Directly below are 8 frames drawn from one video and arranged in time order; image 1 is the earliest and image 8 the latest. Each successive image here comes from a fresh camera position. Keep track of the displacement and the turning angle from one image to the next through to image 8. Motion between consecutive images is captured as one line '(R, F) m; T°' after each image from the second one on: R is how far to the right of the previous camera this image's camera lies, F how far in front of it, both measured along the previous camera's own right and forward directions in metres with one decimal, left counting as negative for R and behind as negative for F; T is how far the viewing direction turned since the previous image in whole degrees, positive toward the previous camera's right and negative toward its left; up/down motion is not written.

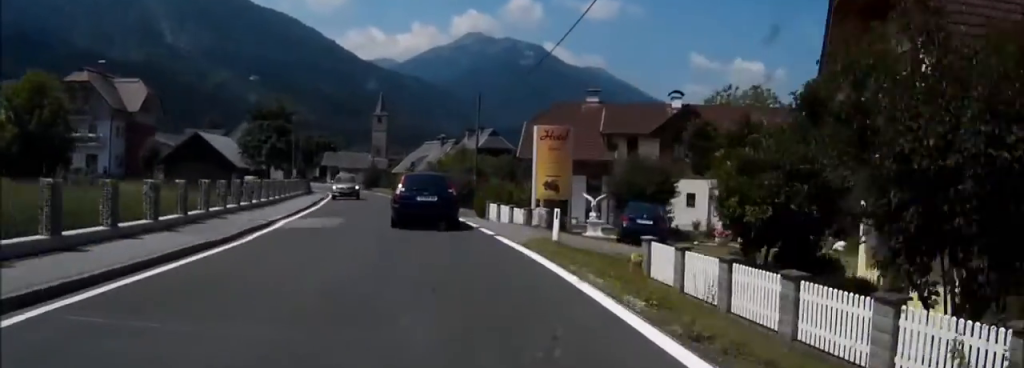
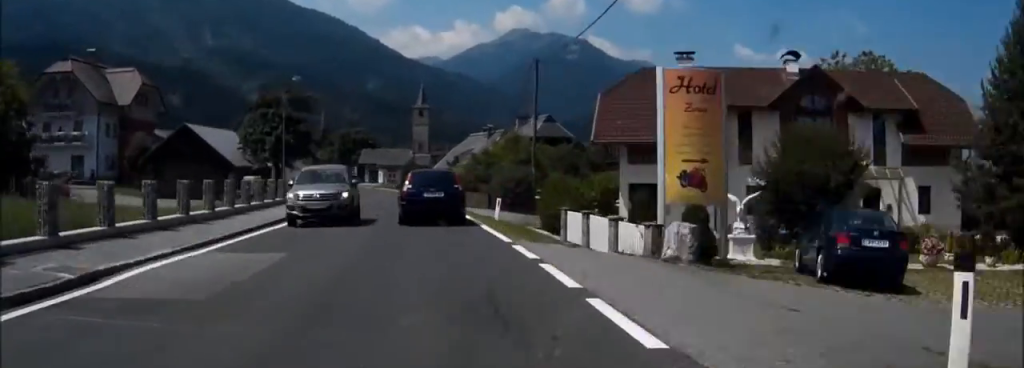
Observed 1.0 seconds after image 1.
(+0.1, +12.4) m; 0°
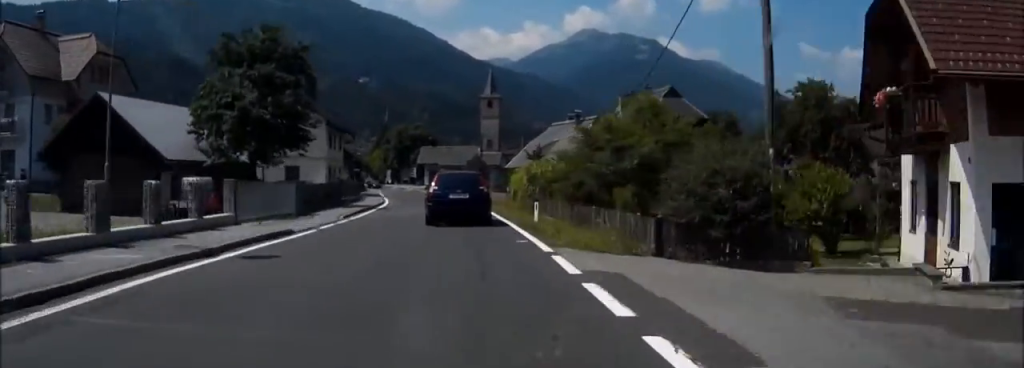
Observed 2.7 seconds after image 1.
(+0.1, +20.9) m; 0°
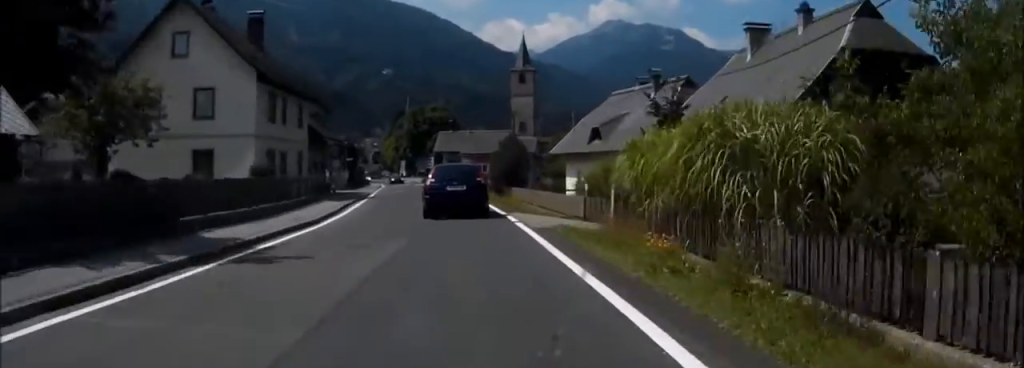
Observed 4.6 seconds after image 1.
(0.0, +21.9) m; 0°
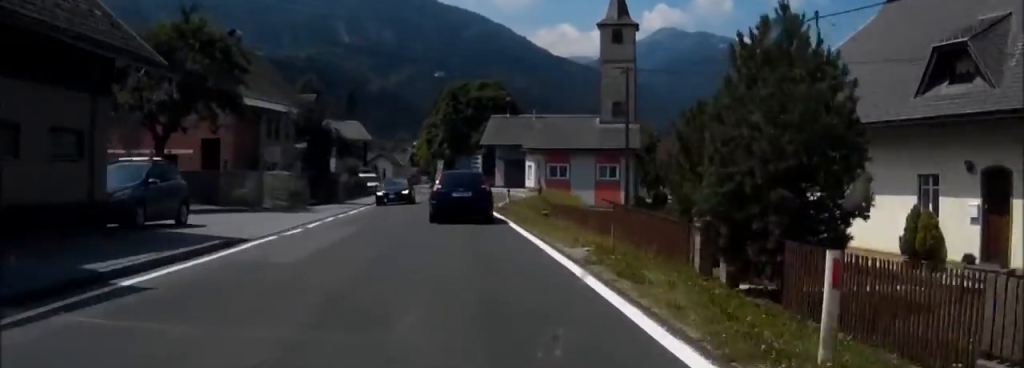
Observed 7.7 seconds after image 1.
(0.0, +34.6) m; -1°
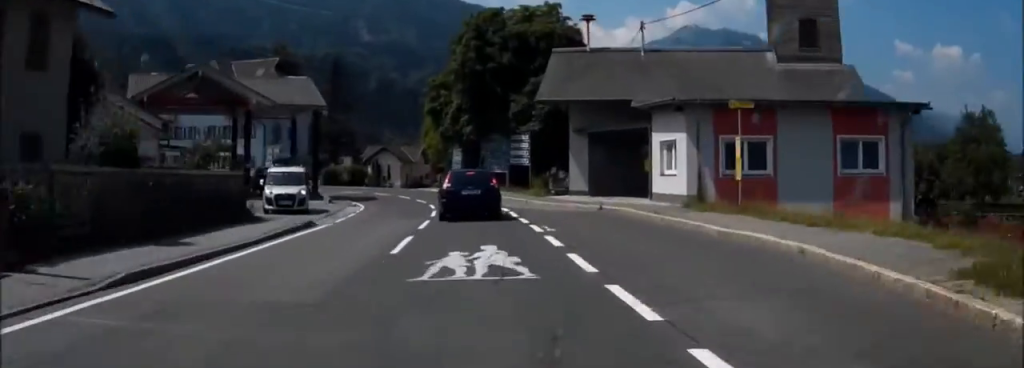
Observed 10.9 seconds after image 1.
(-4.3, +33.6) m; -11°
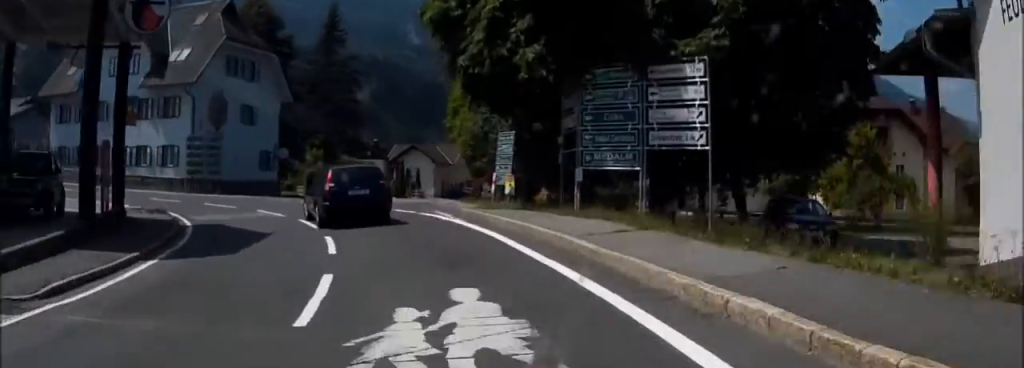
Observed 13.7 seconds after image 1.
(+0.3, +28.5) m; -5°
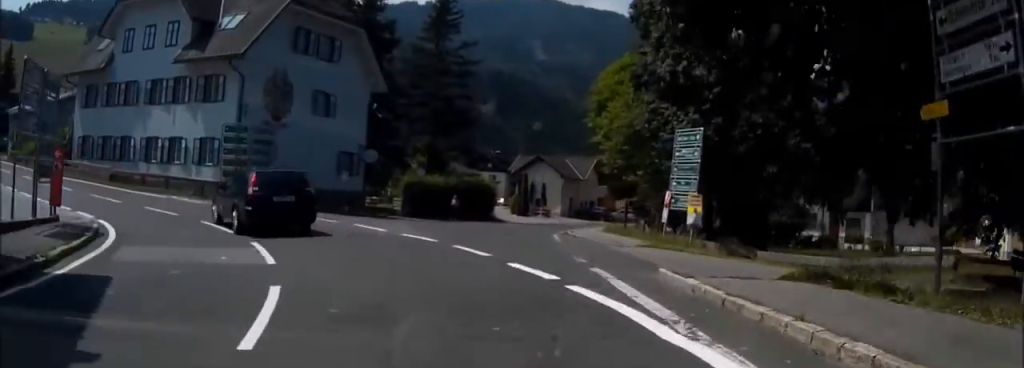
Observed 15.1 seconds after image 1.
(-0.6, +12.2) m; -21°
